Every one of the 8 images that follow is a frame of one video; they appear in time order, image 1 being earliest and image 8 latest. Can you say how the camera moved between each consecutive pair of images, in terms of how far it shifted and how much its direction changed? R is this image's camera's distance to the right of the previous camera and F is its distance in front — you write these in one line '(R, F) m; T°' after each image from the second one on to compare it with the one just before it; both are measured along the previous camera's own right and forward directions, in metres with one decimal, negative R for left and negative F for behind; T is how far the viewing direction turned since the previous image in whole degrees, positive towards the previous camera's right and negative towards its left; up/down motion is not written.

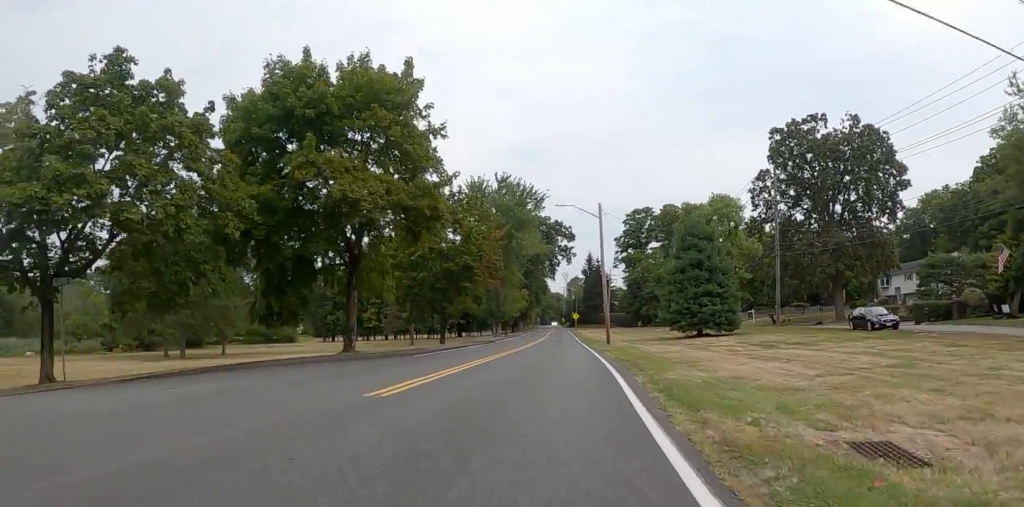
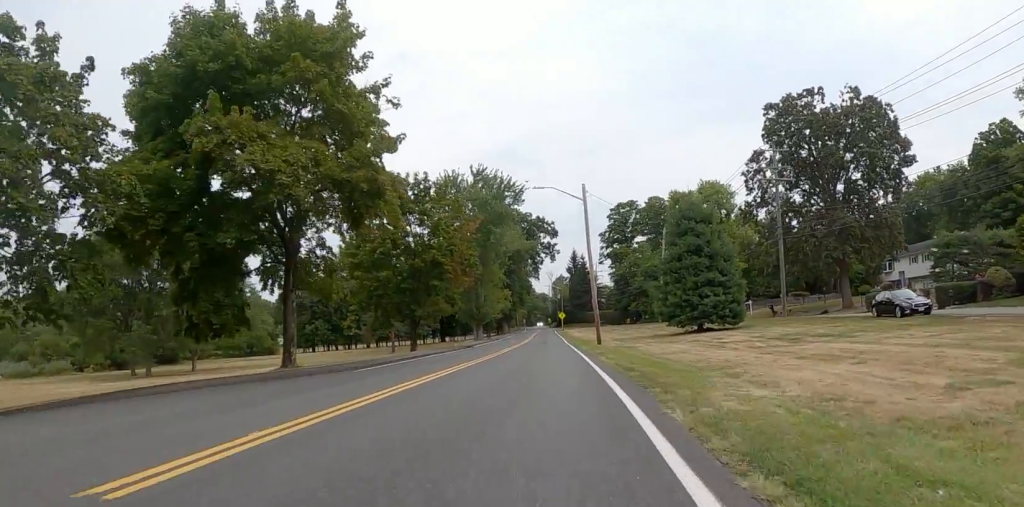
(-0.1, +4.9) m; -1°
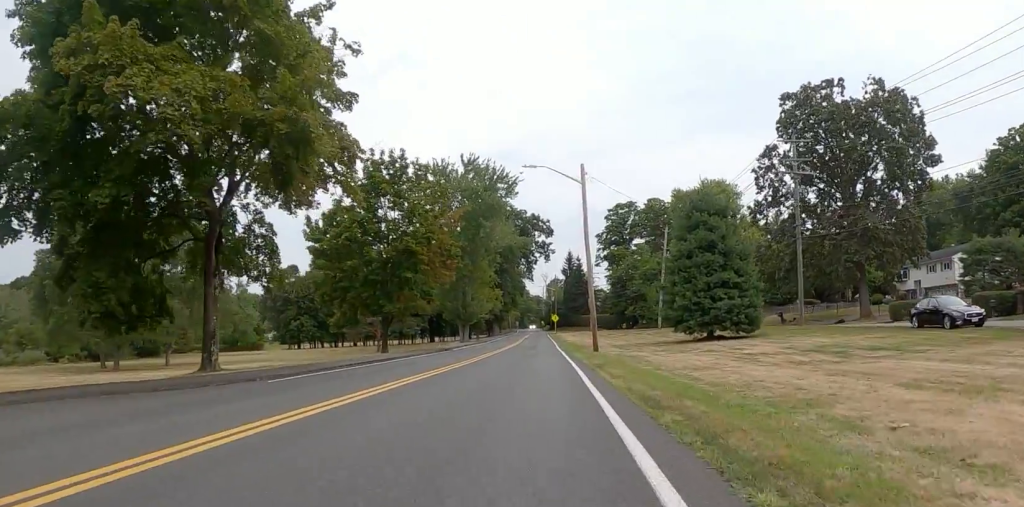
(0.0, +4.9) m; 0°
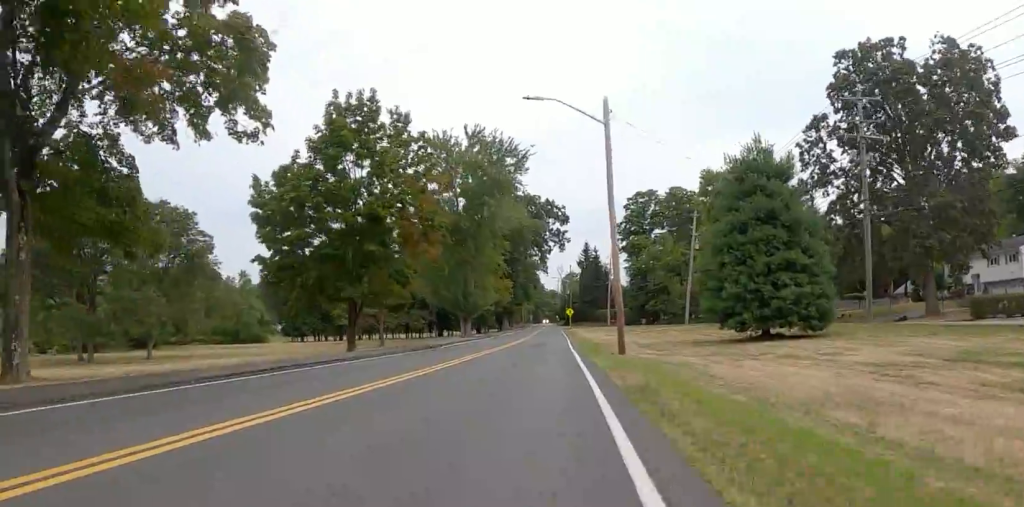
(0.0, +7.7) m; +1°
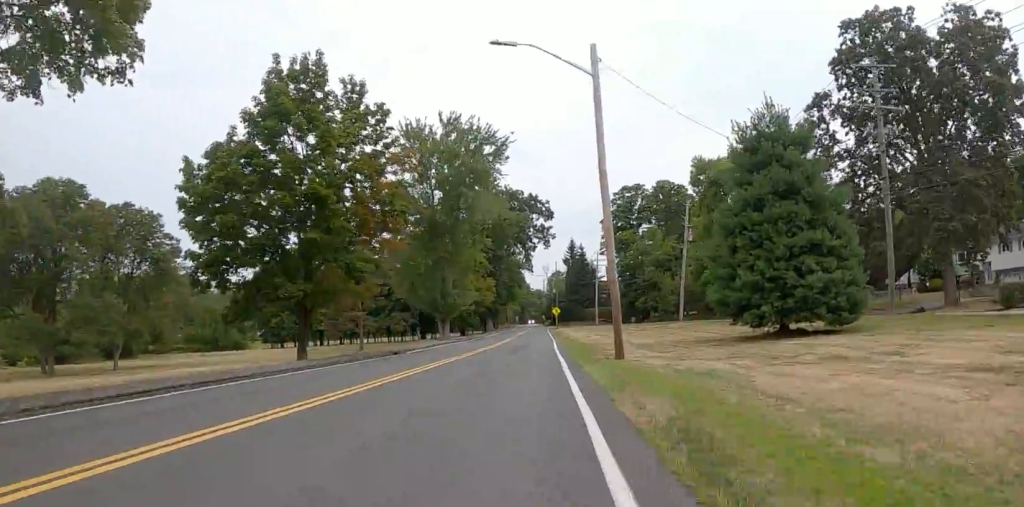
(0.0, +4.1) m; +3°
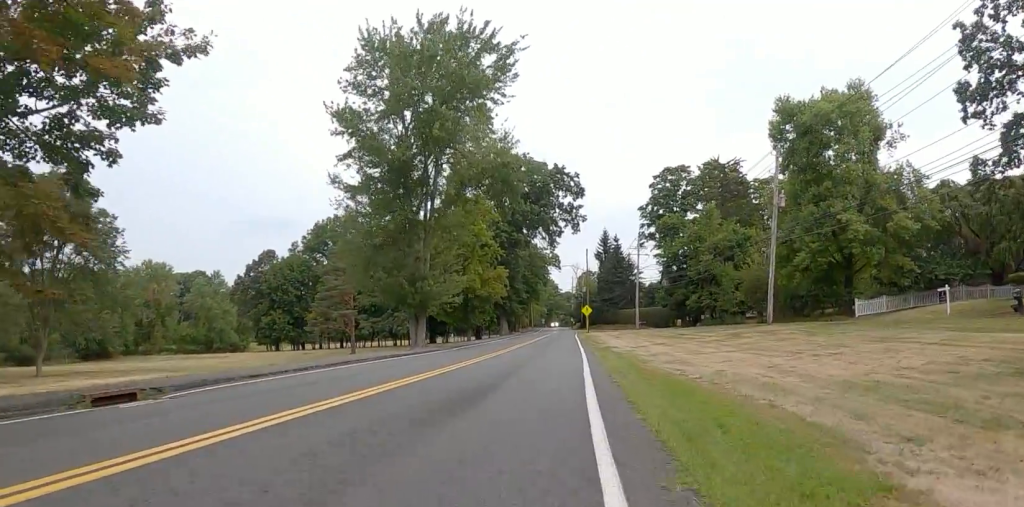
(+1.2, +19.1) m; 0°
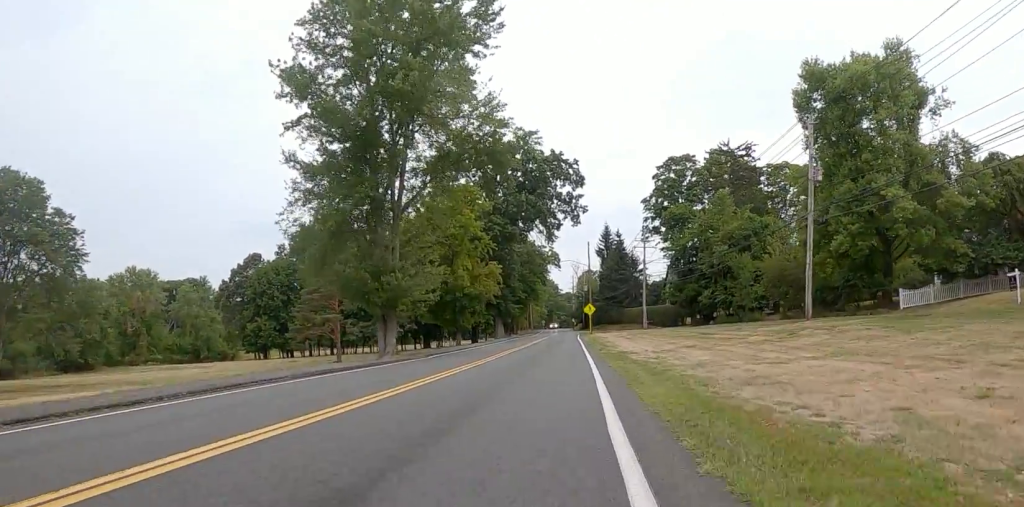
(-0.4, +6.6) m; -3°
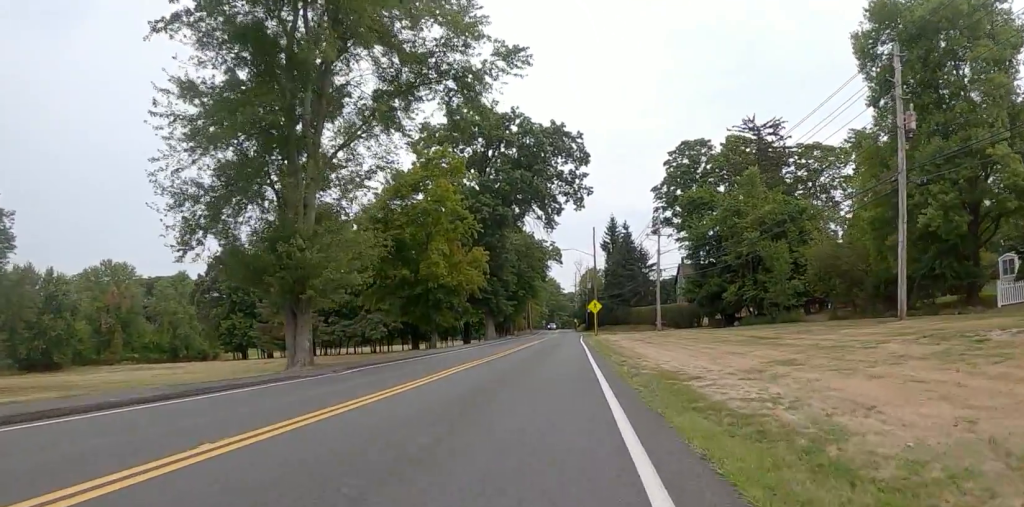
(0.0, +10.2) m; 0°
